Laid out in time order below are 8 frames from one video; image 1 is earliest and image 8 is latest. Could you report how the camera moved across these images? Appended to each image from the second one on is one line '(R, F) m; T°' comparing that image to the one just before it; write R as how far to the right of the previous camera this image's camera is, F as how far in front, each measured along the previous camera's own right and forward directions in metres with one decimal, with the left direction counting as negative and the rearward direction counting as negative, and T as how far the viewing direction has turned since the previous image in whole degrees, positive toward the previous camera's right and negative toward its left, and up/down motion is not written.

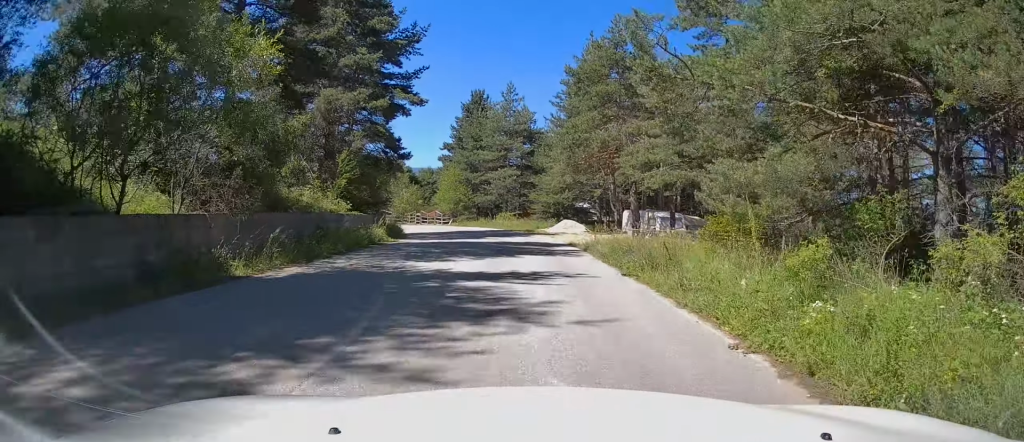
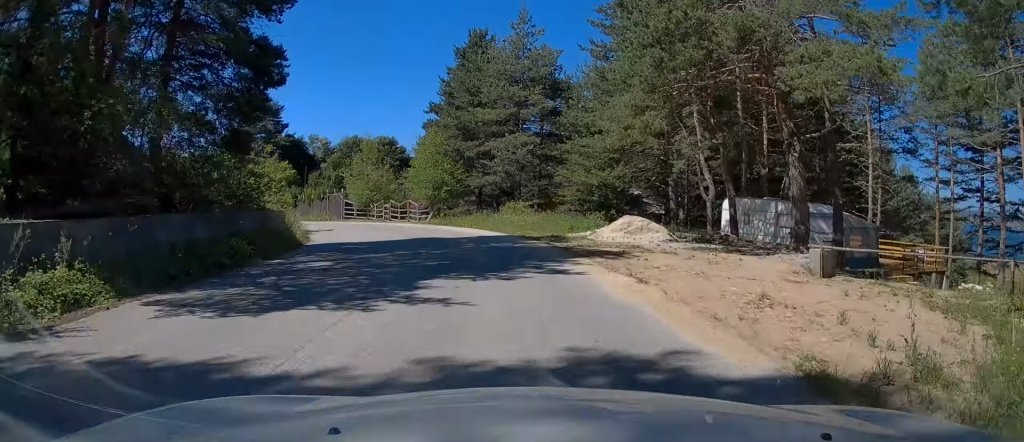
(+0.2, +21.2) m; -2°
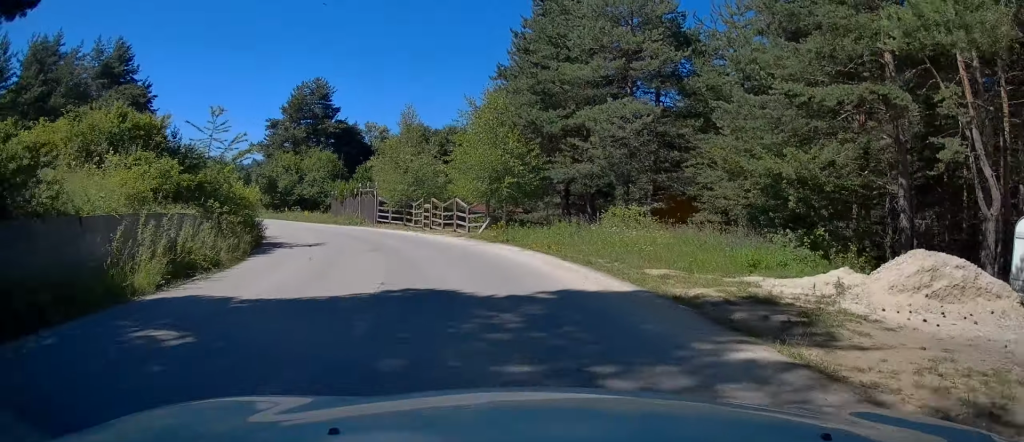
(-0.9, +13.9) m; -8°
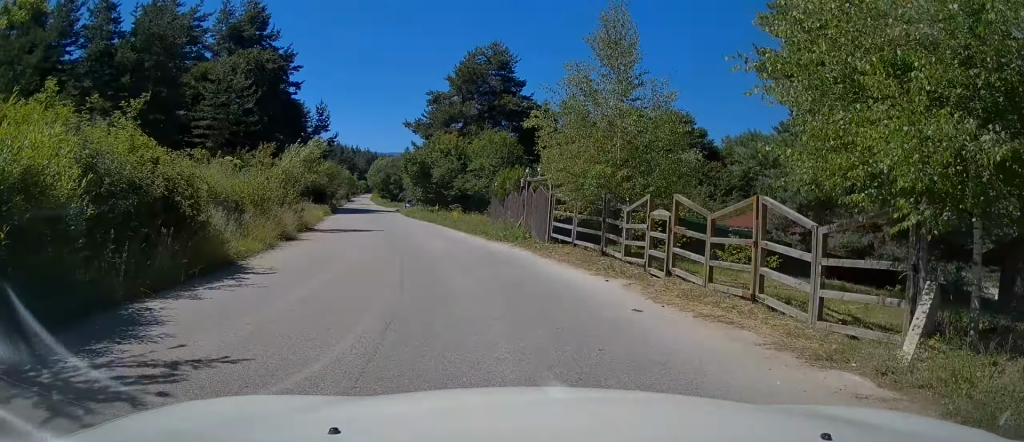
(-1.9, +16.6) m; -14°
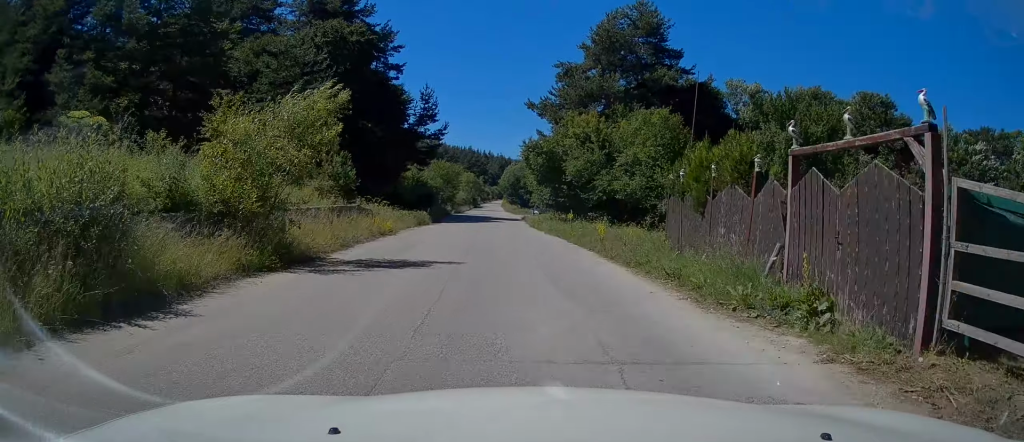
(-1.3, +12.5) m; -10°
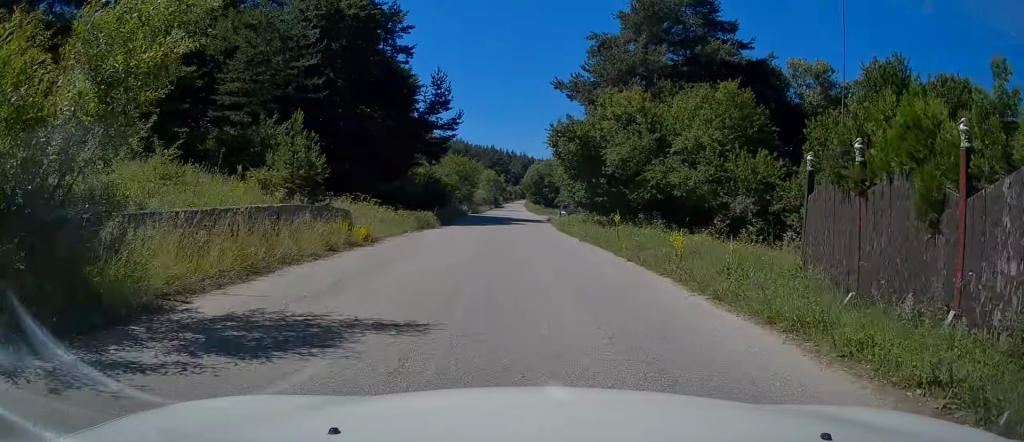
(-0.3, +6.6) m; -4°
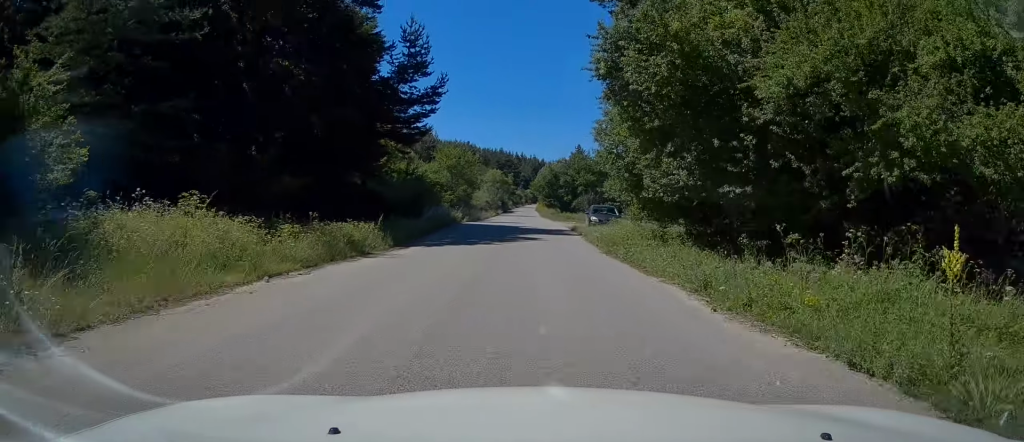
(-0.5, +14.8) m; -2°
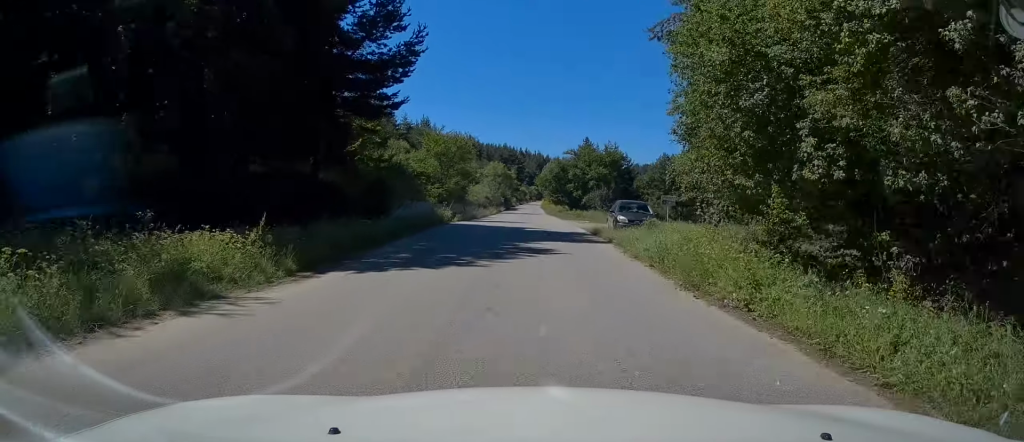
(0.0, +8.6) m; 0°
